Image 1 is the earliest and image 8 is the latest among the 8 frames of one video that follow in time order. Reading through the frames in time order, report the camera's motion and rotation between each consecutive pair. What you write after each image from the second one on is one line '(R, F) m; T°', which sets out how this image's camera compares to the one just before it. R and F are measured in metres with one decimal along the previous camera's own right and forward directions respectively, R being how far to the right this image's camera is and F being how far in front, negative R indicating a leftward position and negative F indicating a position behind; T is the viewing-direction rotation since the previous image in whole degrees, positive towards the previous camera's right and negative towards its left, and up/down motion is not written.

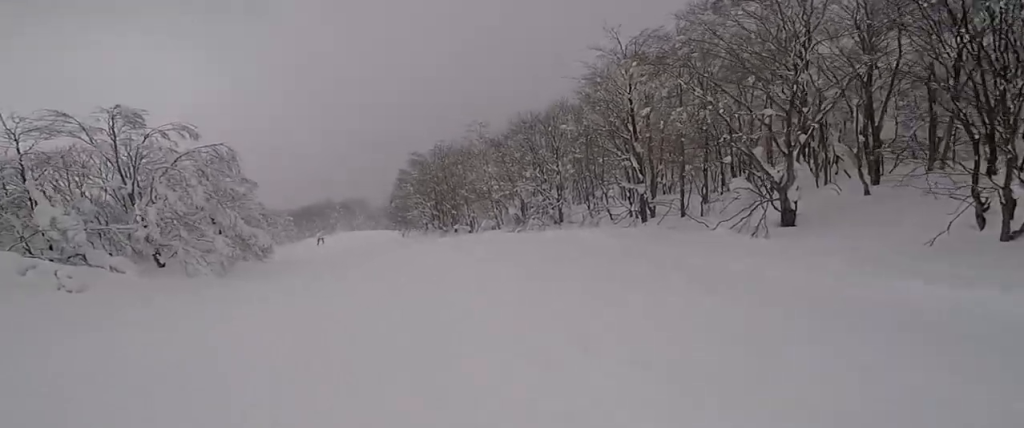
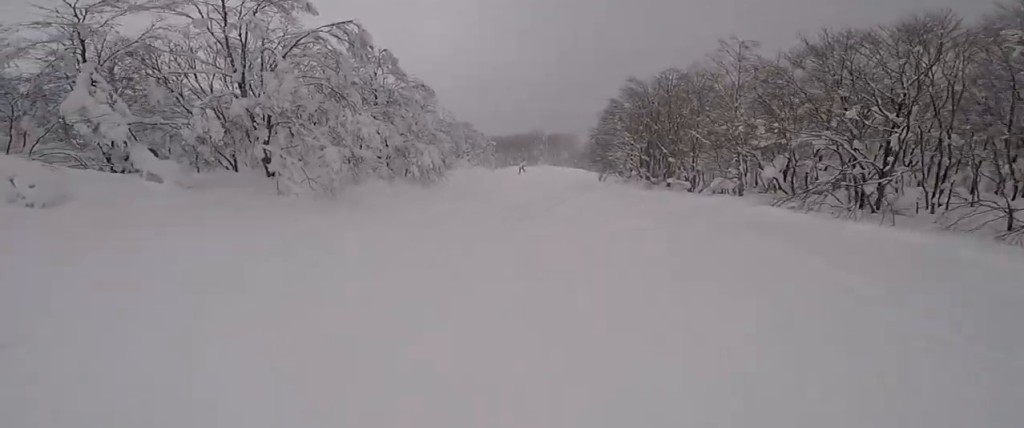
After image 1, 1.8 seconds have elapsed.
(-0.1, +8.8) m; -2°
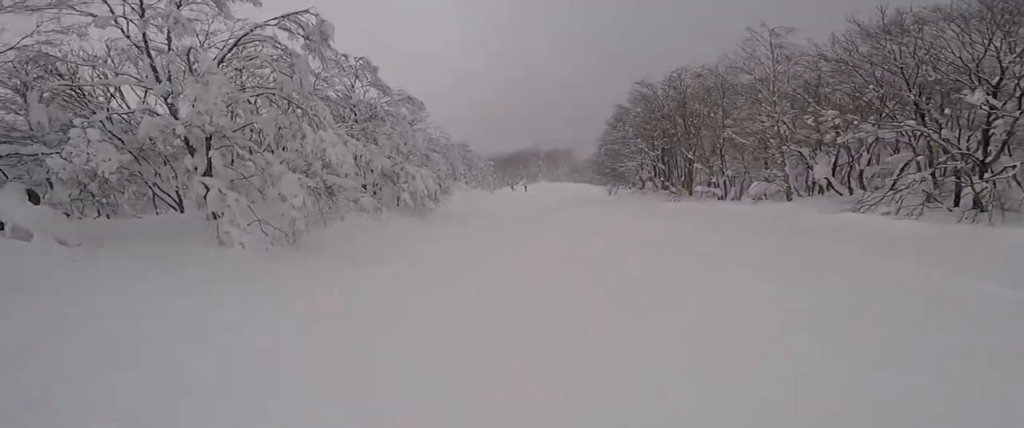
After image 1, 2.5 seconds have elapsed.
(-0.1, +3.4) m; 0°
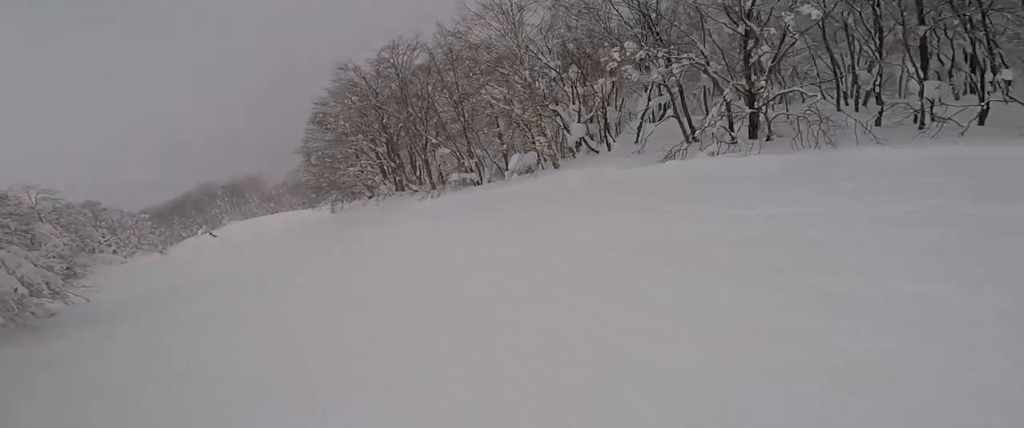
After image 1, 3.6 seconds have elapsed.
(+0.1, +4.9) m; +1°
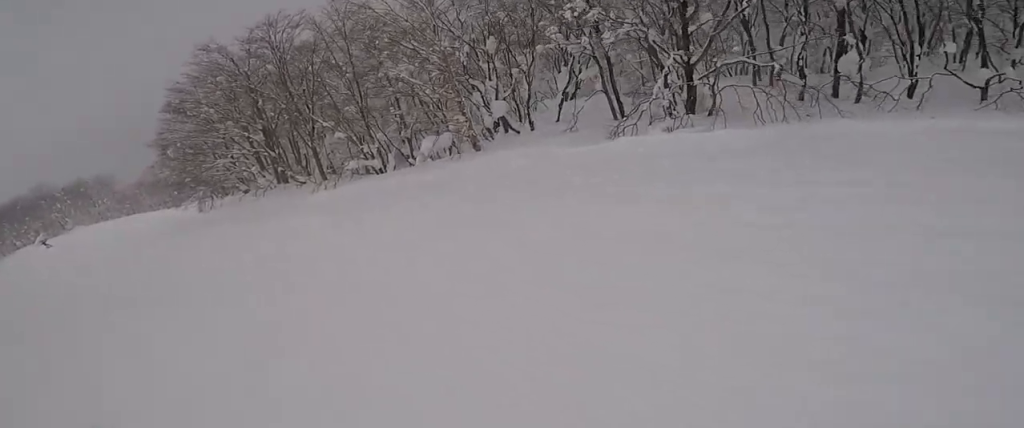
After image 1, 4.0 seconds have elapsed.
(0.0, +2.0) m; -1°
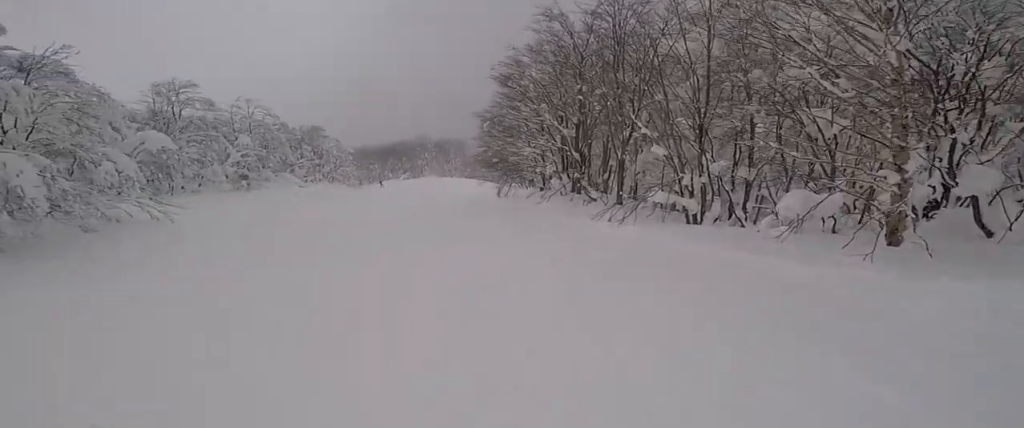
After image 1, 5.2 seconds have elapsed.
(-0.2, +5.2) m; -6°
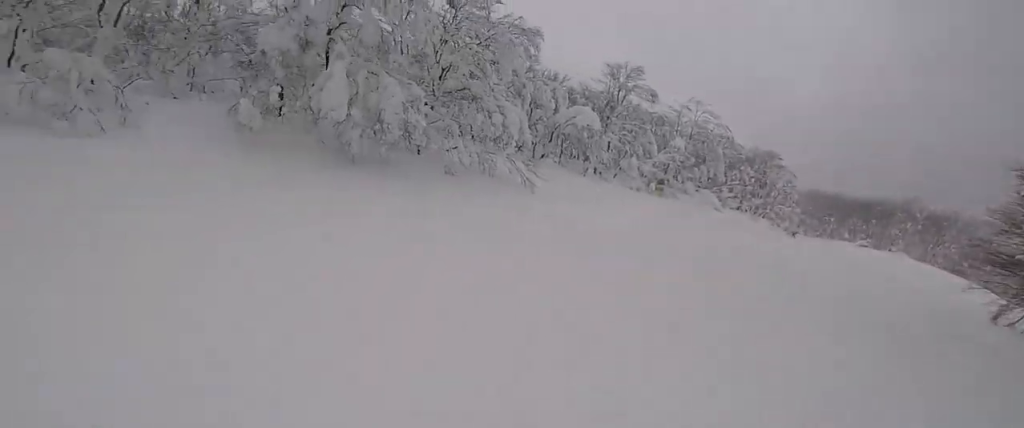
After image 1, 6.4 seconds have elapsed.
(-0.3, +4.7) m; -10°
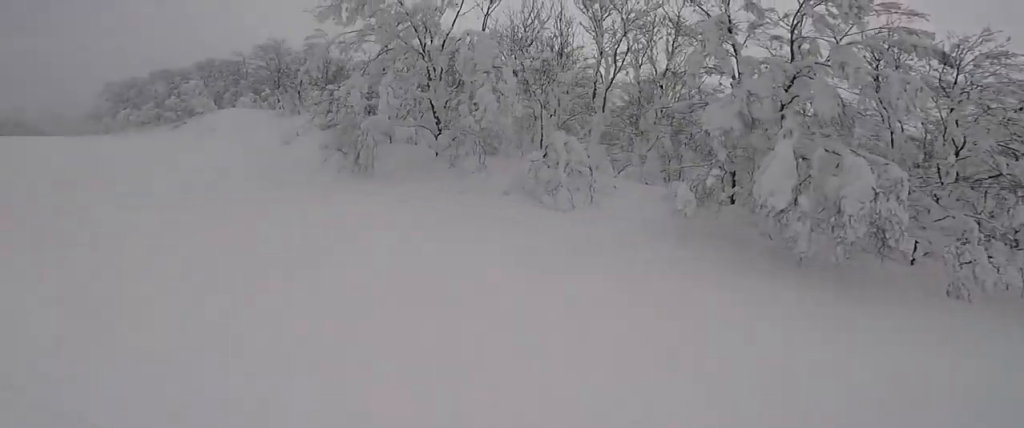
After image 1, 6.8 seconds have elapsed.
(-0.1, +1.7) m; -2°
